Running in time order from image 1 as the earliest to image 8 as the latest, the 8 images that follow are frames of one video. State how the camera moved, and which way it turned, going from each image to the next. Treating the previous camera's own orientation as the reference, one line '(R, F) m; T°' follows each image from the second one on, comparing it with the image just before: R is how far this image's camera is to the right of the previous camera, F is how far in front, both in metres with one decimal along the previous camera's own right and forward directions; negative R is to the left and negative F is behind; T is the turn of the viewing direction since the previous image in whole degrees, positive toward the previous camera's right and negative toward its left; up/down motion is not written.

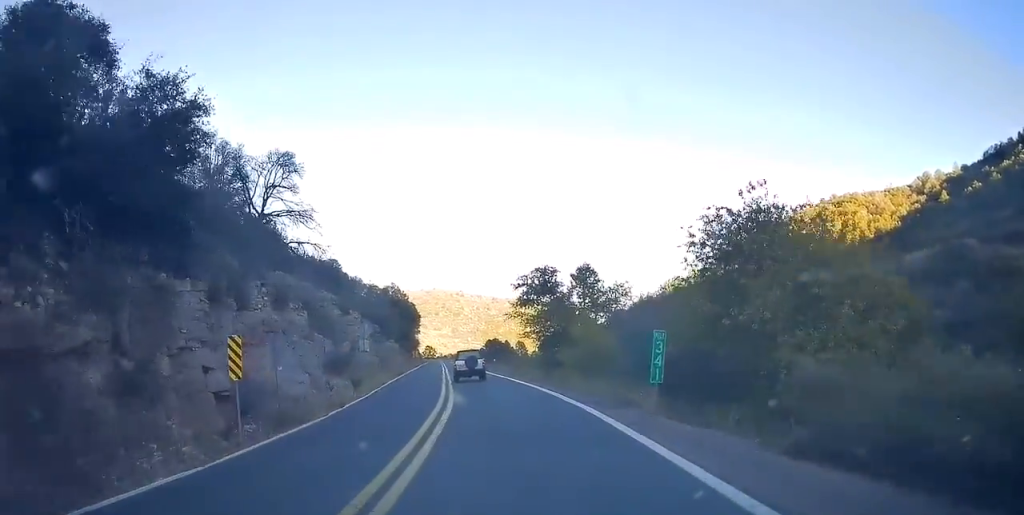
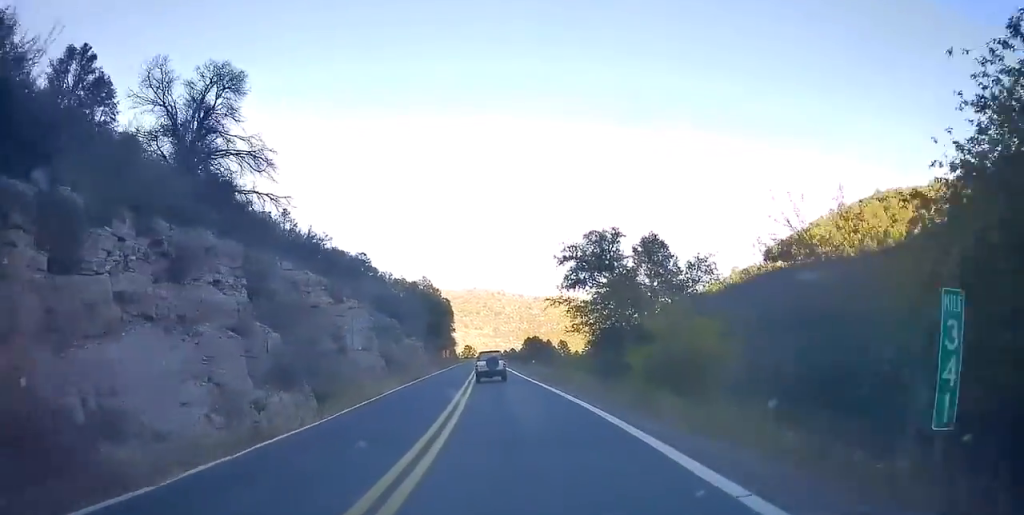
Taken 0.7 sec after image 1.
(-0.4, +9.7) m; -4°
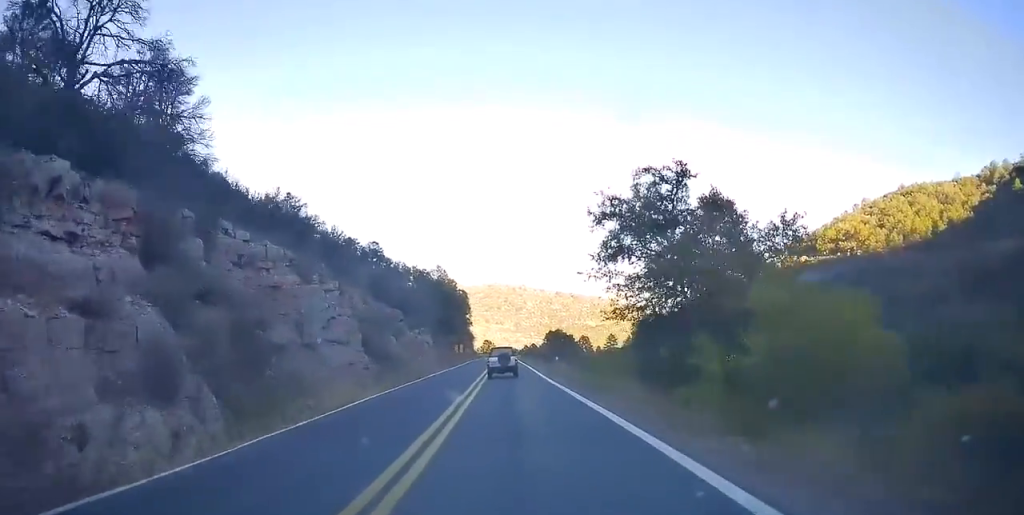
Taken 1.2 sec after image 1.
(-0.2, +7.1) m; -3°
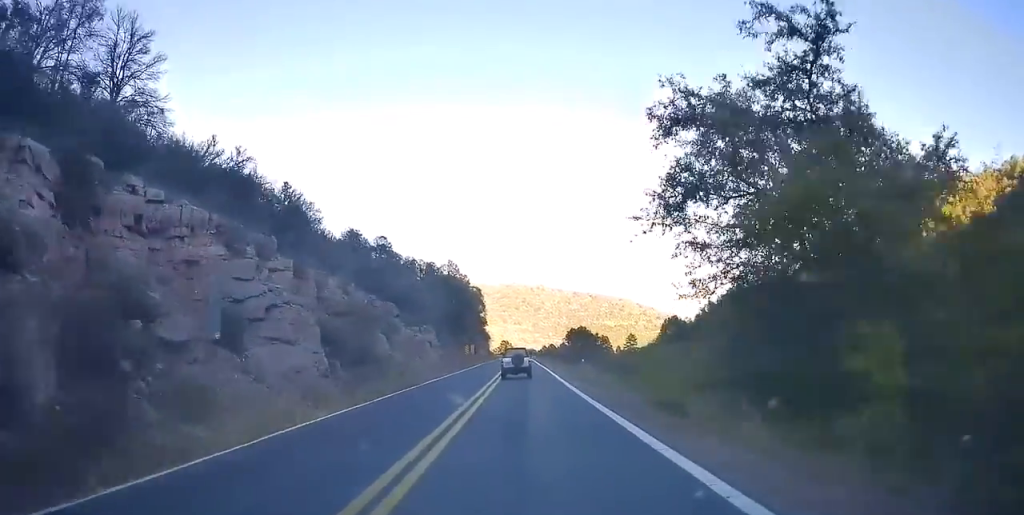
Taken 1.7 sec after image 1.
(-0.2, +7.7) m; -2°
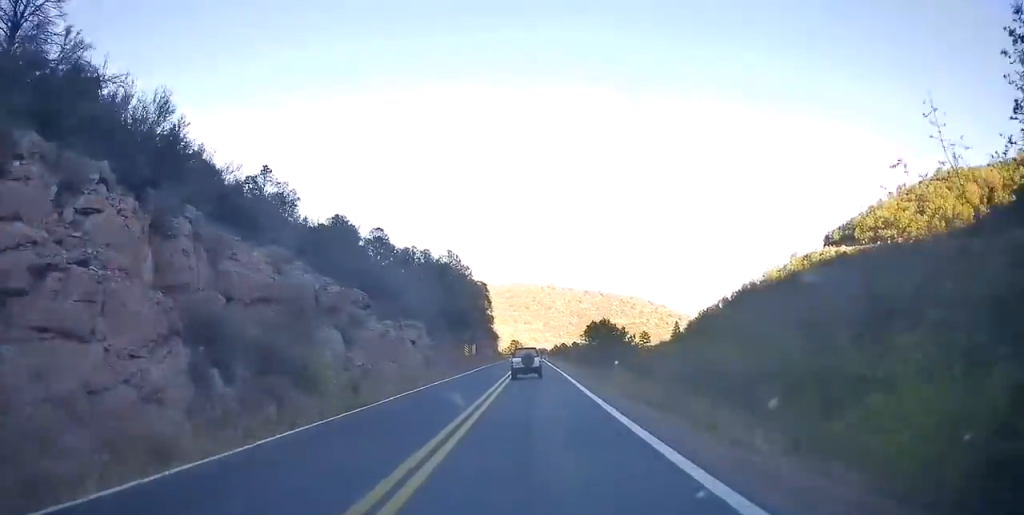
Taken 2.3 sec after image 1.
(-0.1, +9.9) m; -2°
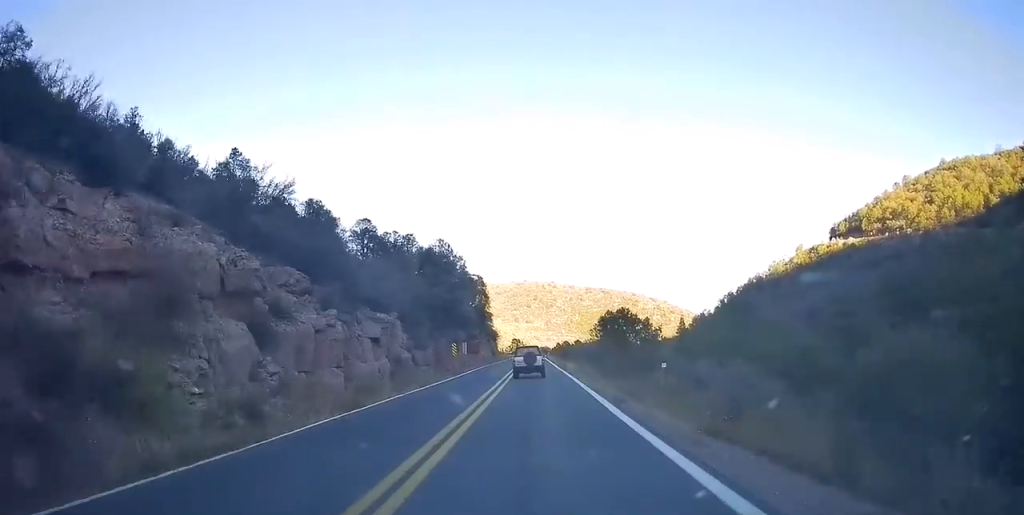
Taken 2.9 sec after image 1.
(-0.4, +8.8) m; -1°
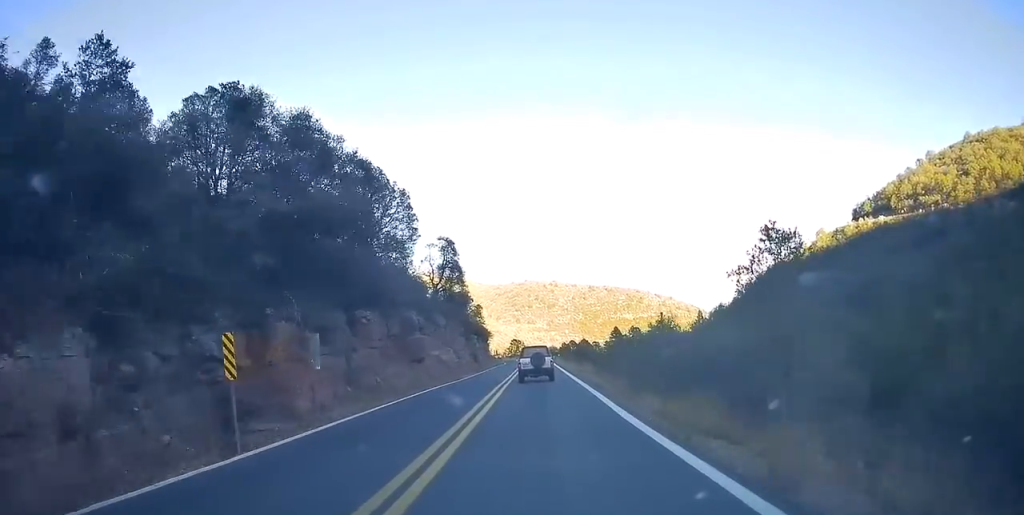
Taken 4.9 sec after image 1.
(-0.4, +34.2) m; -1°
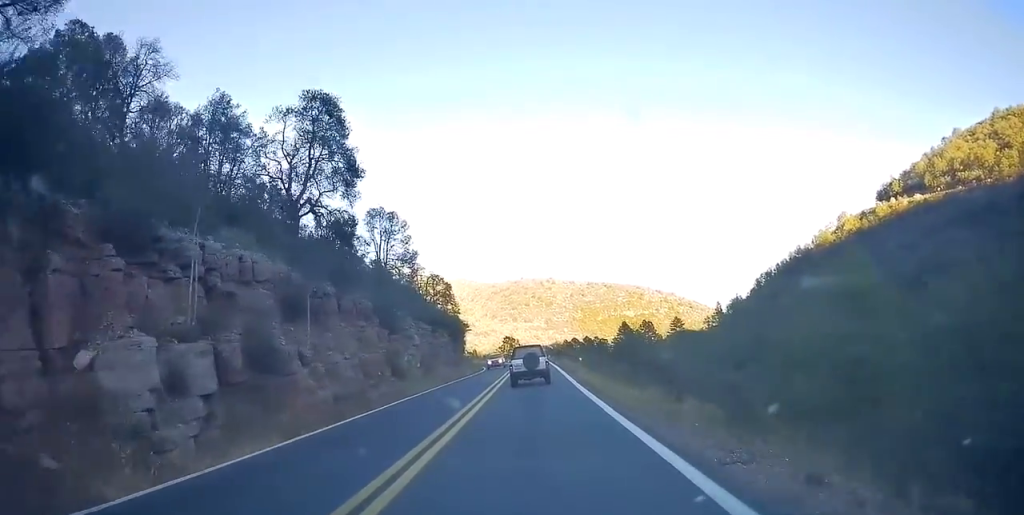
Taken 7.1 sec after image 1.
(+0.2, +37.0) m; +3°
